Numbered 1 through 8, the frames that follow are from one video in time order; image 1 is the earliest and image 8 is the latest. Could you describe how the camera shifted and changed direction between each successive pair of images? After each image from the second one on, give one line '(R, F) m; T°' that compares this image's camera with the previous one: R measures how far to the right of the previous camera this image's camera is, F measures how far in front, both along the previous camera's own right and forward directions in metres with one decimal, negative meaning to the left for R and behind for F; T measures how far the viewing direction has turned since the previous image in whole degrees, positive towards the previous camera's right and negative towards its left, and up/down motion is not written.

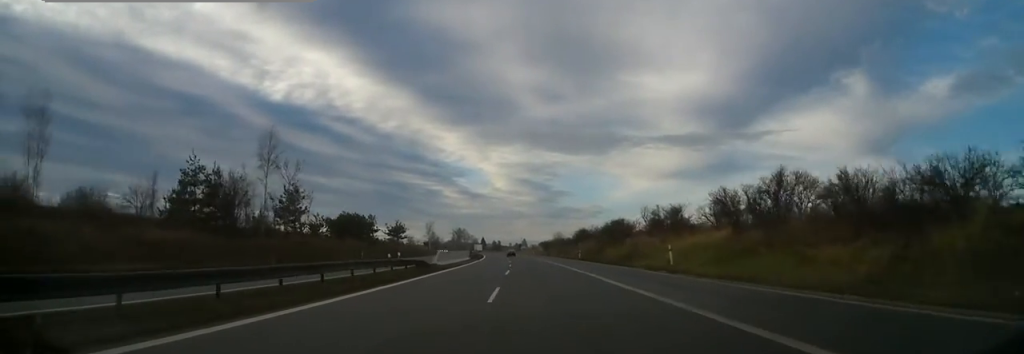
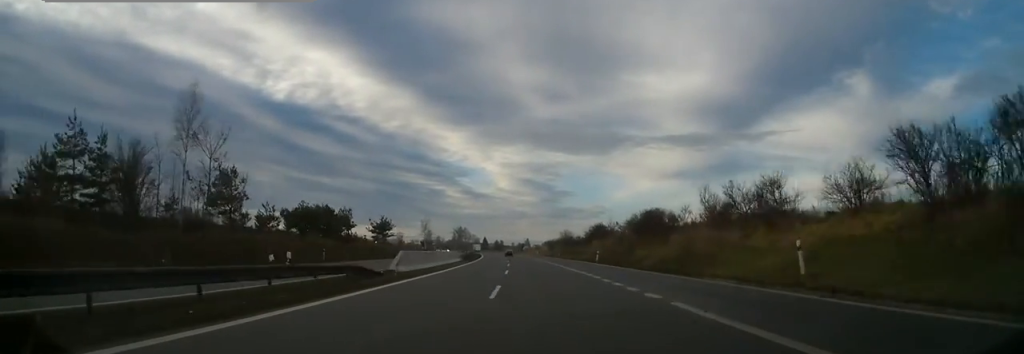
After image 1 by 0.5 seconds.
(-0.1, +17.2) m; 0°
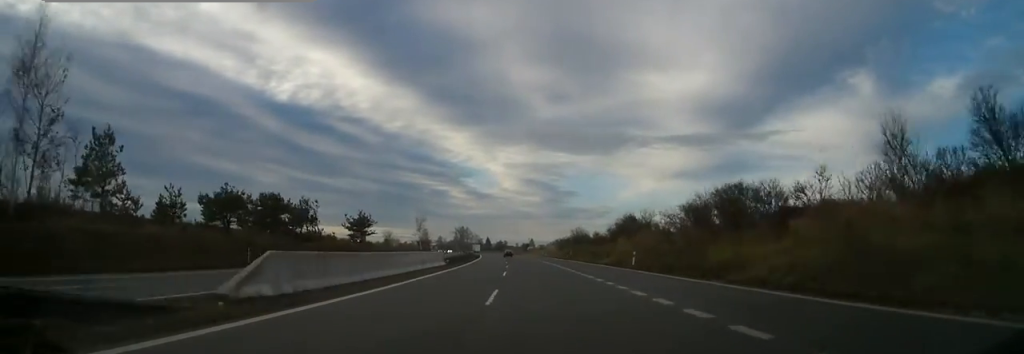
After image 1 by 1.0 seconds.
(0.0, +18.6) m; 0°
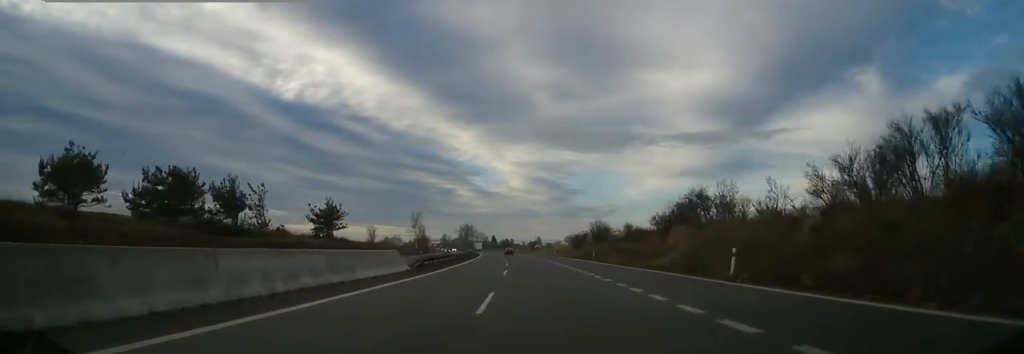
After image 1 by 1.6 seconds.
(+0.1, +20.0) m; 0°
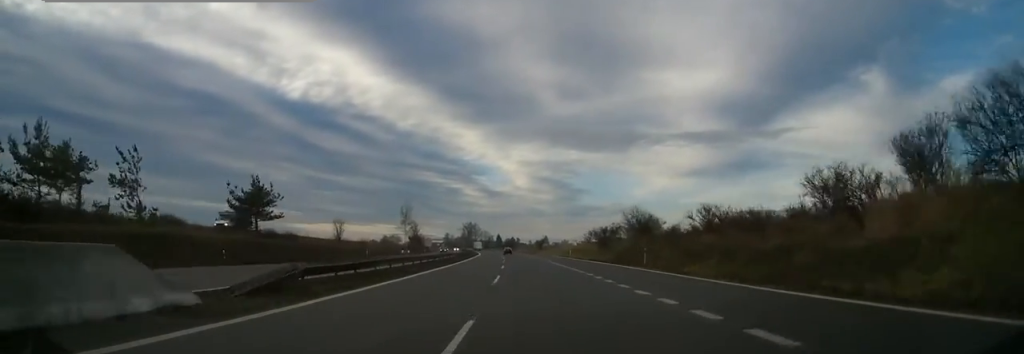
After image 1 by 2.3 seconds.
(-0.3, +25.7) m; -1°
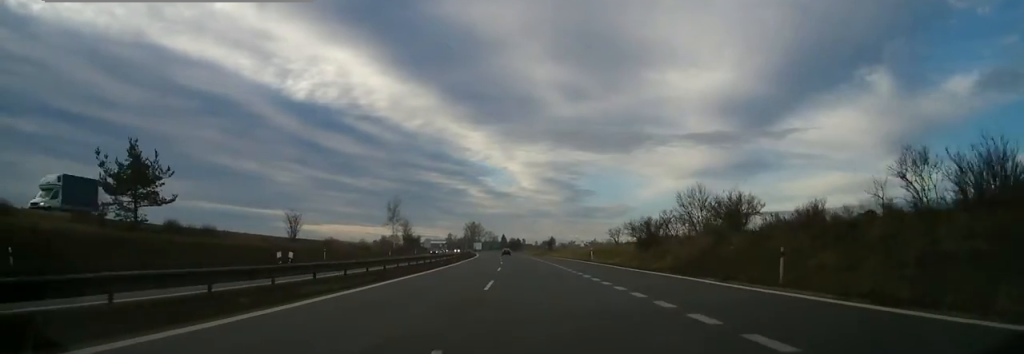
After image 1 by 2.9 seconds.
(-0.2, +21.4) m; -1°
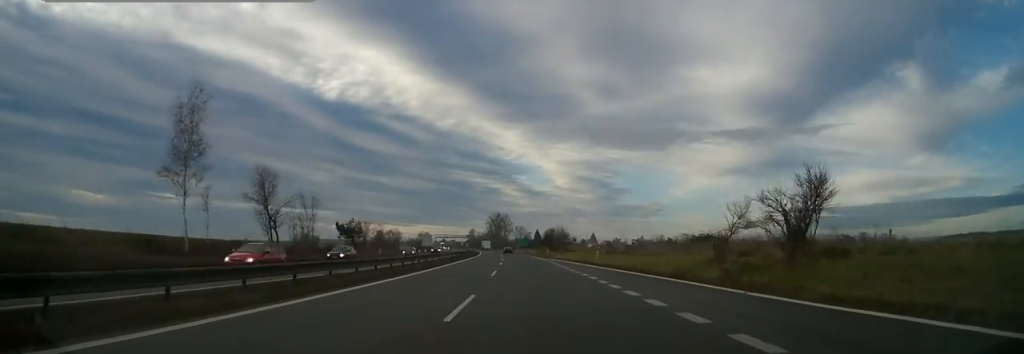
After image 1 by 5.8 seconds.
(-2.5, +102.8) m; -3°
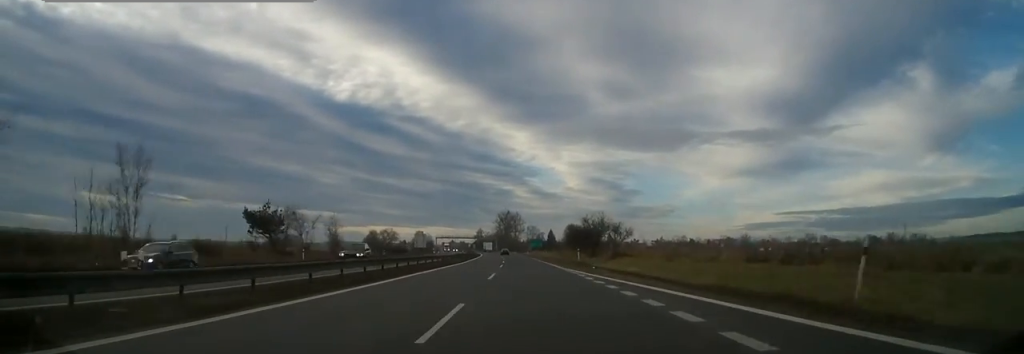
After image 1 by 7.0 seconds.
(-0.6, +41.0) m; -1°
